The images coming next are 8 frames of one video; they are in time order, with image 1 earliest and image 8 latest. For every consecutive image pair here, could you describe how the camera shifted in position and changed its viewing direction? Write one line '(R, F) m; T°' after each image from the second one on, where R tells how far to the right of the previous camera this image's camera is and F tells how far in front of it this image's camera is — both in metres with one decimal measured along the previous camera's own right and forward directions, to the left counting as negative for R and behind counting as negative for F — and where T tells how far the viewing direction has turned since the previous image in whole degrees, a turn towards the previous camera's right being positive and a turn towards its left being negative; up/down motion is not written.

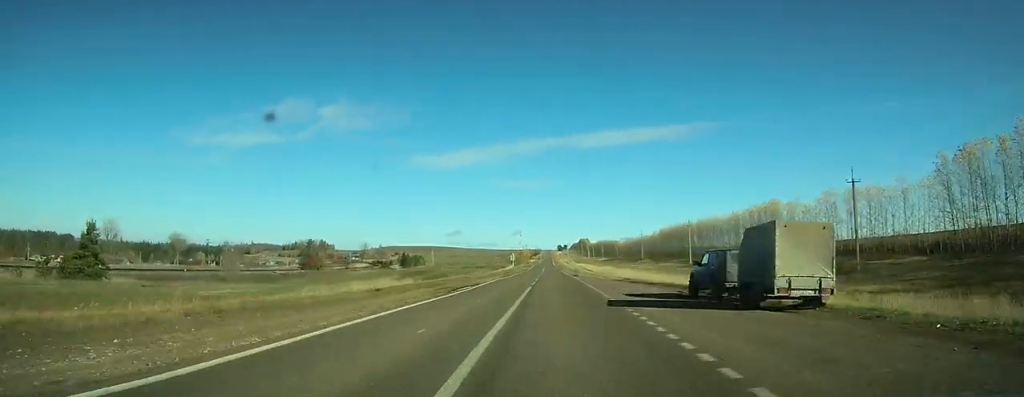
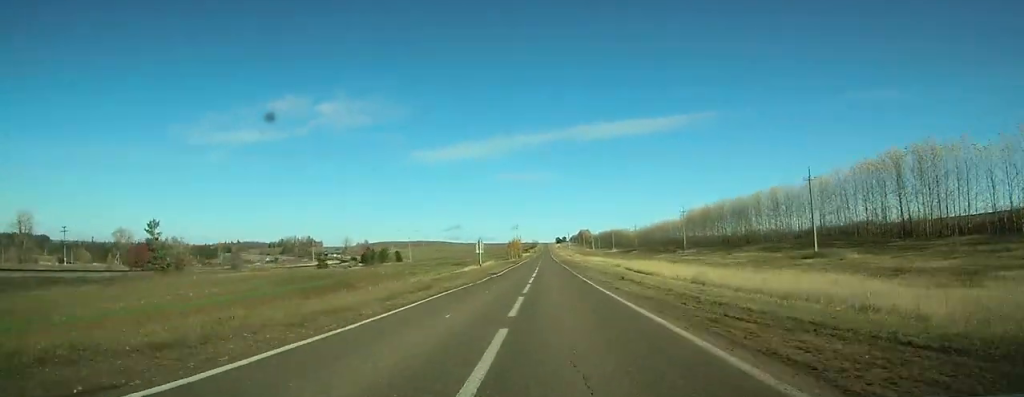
(0.0, +53.8) m; 0°
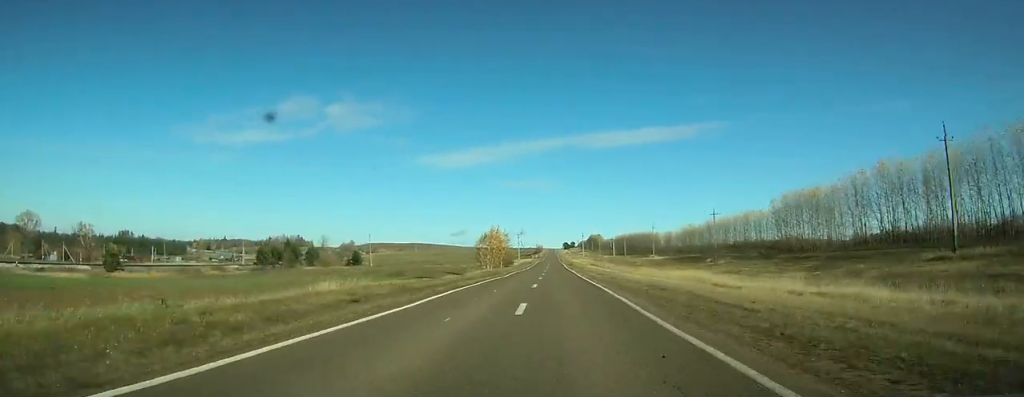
(-0.1, +84.7) m; 0°
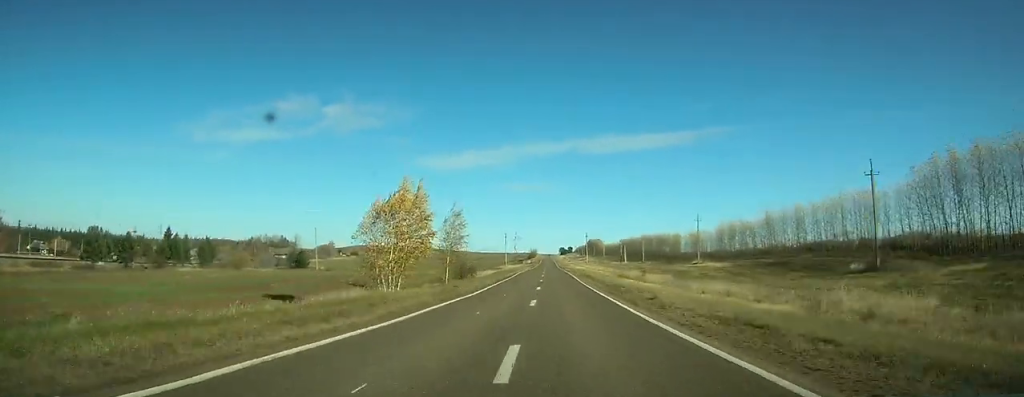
(0.0, +55.3) m; 0°
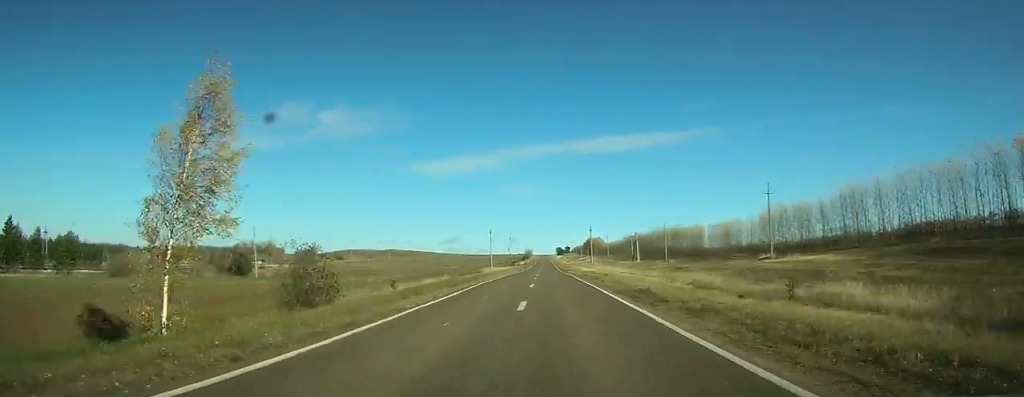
(+0.1, +40.1) m; 0°
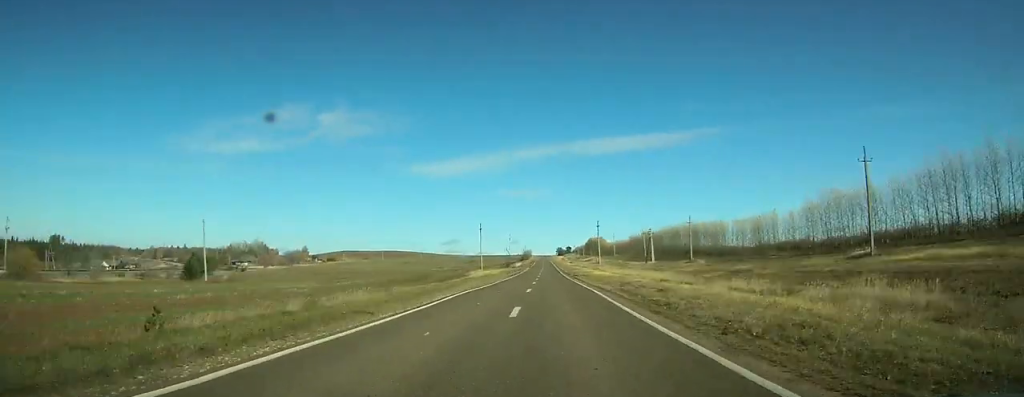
(0.0, +24.8) m; 0°
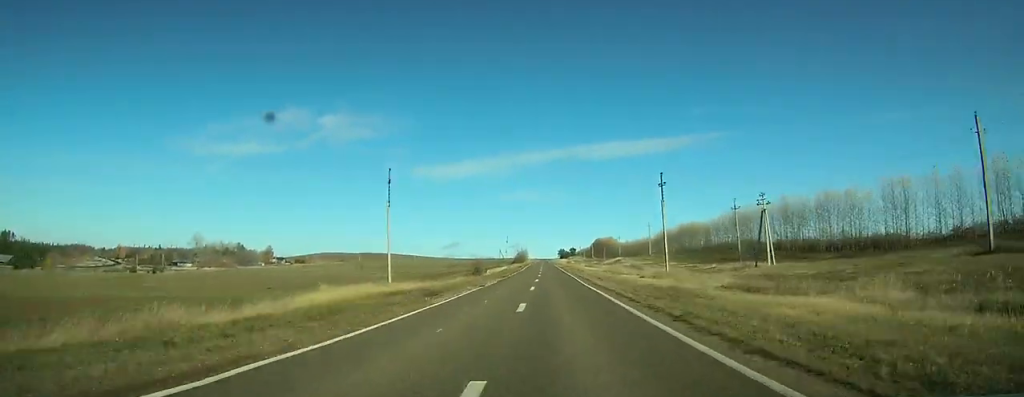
(-0.2, +82.7) m; 0°
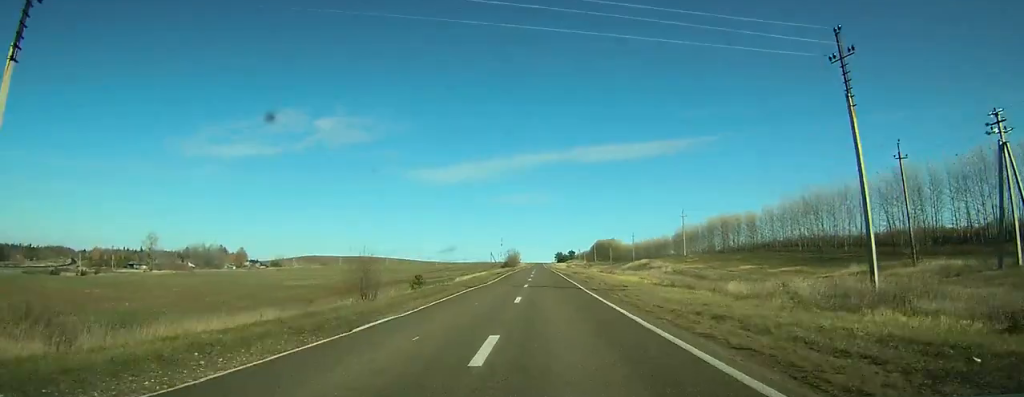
(+0.2, +45.5) m; 0°
